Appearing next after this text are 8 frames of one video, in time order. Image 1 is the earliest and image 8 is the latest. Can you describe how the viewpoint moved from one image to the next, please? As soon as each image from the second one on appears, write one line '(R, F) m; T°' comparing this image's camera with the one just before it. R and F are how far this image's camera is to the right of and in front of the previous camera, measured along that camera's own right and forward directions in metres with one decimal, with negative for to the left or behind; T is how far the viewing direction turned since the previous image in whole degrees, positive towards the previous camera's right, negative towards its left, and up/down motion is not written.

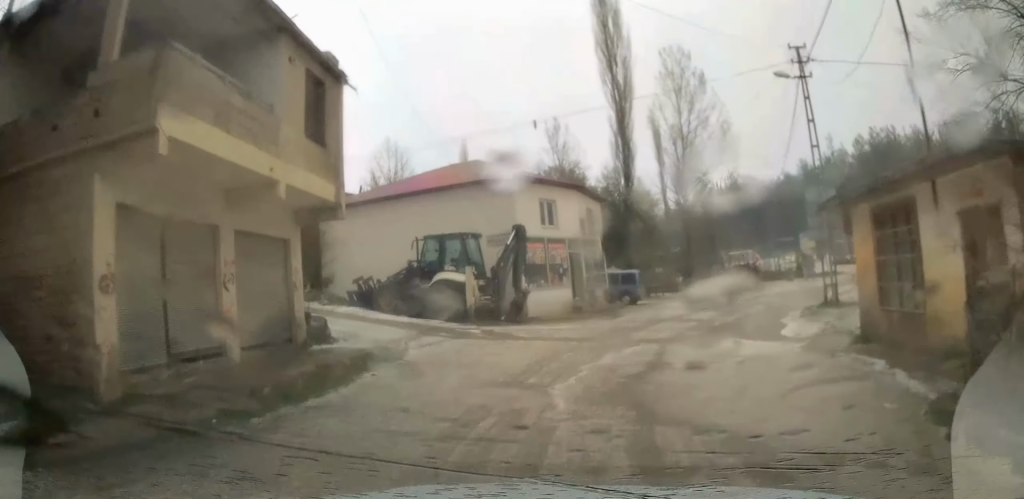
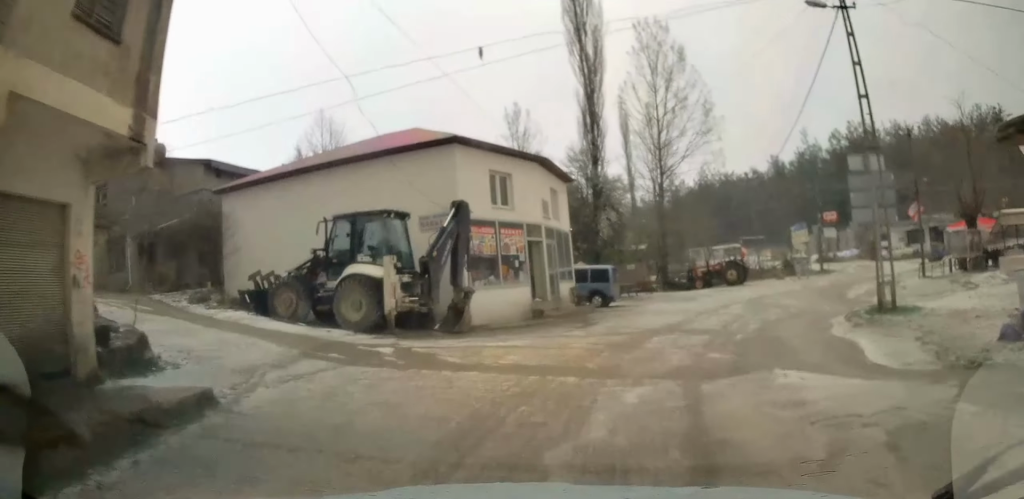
(+0.2, +5.7) m; +5°
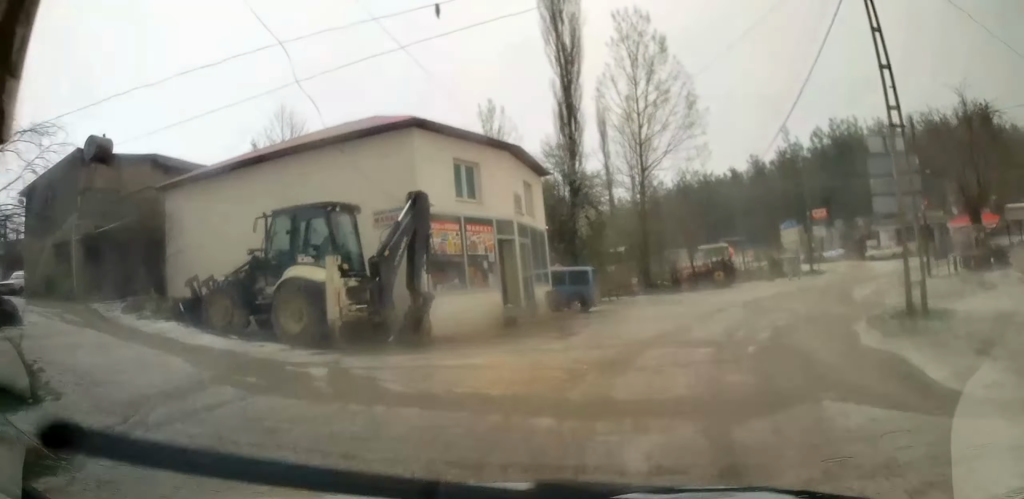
(0.0, +2.2) m; +4°
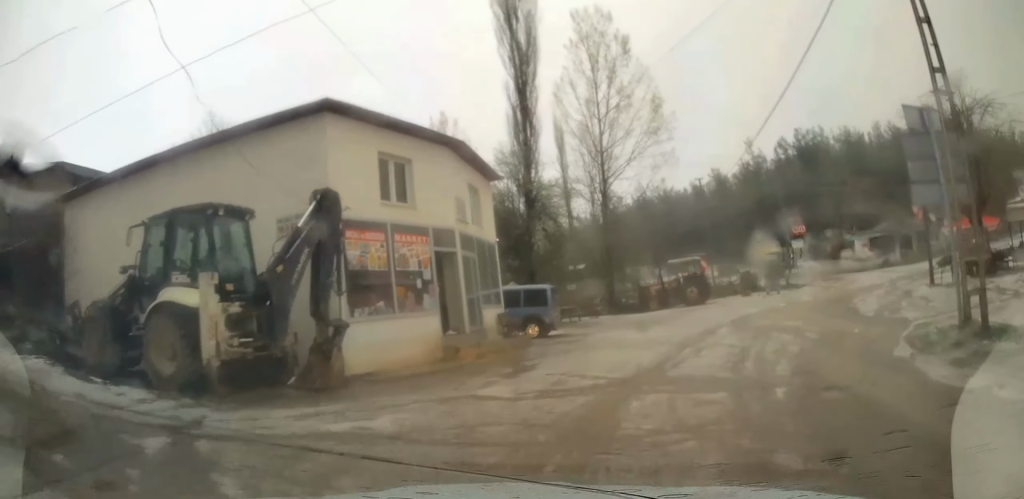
(+0.1, +3.2) m; +6°
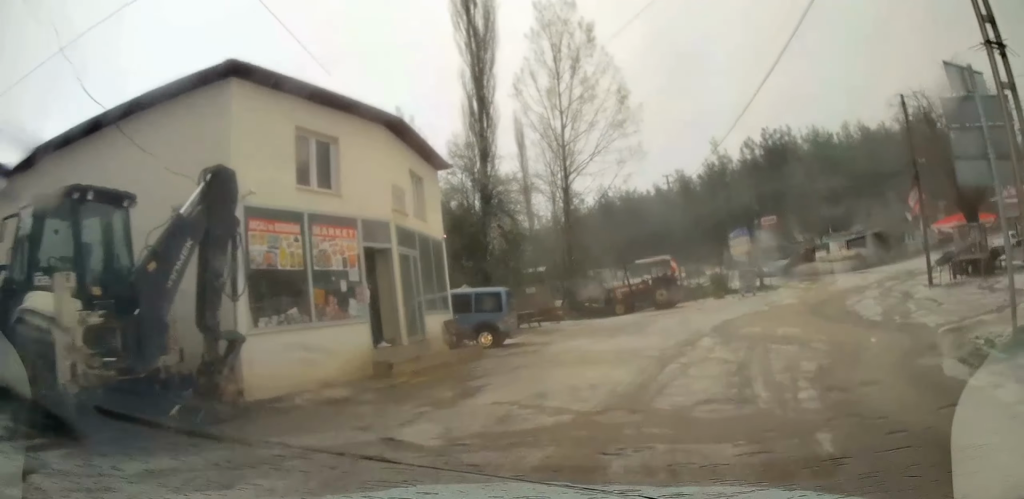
(+0.3, +2.4) m; +4°
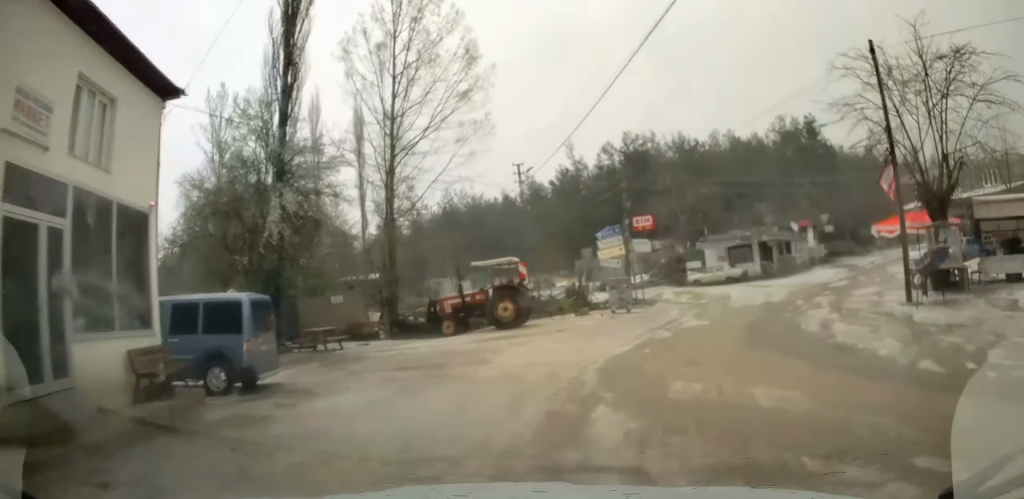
(+0.5, +7.2) m; +12°
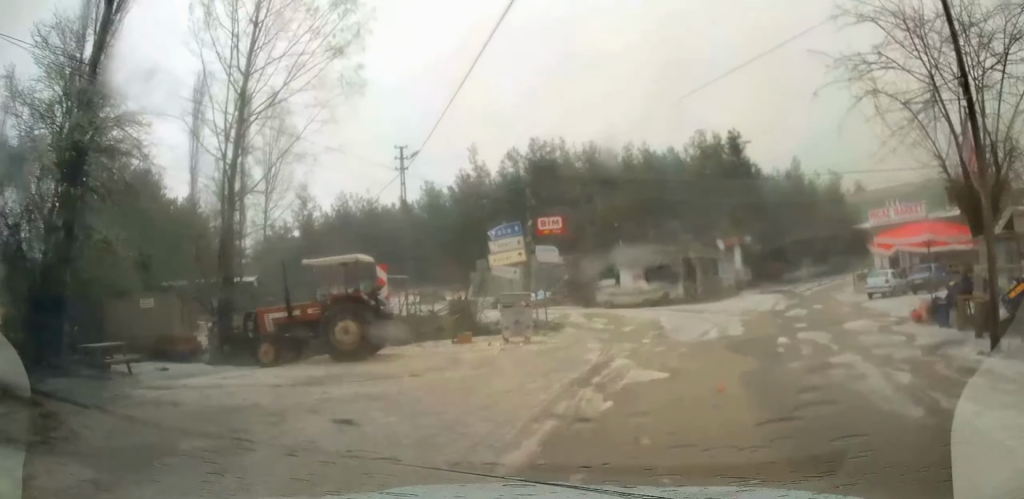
(+0.9, +6.6) m; +11°
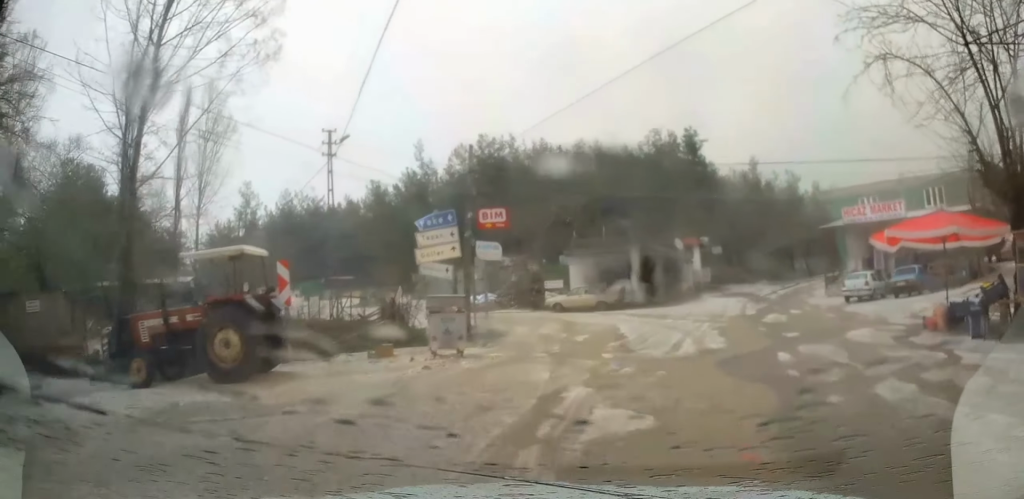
(+0.1, +3.3) m; +2°
